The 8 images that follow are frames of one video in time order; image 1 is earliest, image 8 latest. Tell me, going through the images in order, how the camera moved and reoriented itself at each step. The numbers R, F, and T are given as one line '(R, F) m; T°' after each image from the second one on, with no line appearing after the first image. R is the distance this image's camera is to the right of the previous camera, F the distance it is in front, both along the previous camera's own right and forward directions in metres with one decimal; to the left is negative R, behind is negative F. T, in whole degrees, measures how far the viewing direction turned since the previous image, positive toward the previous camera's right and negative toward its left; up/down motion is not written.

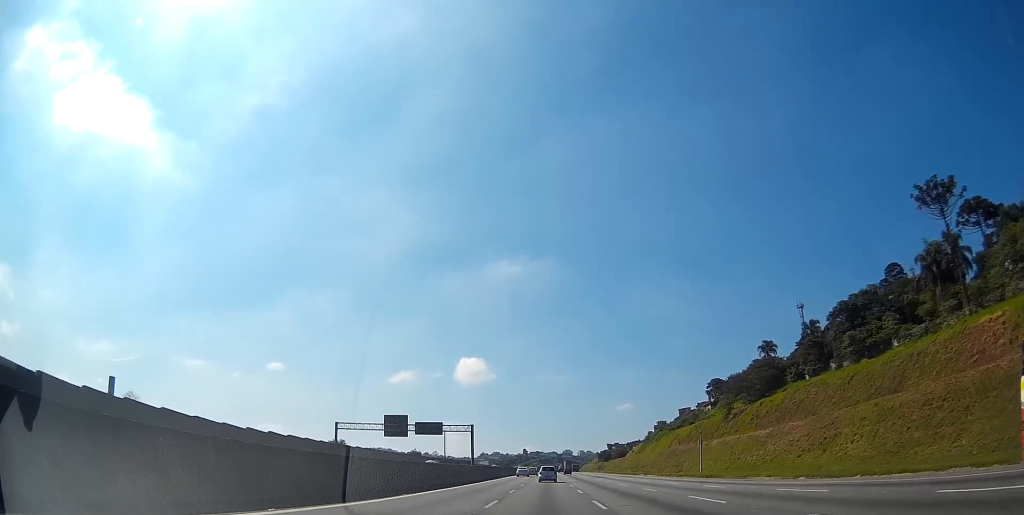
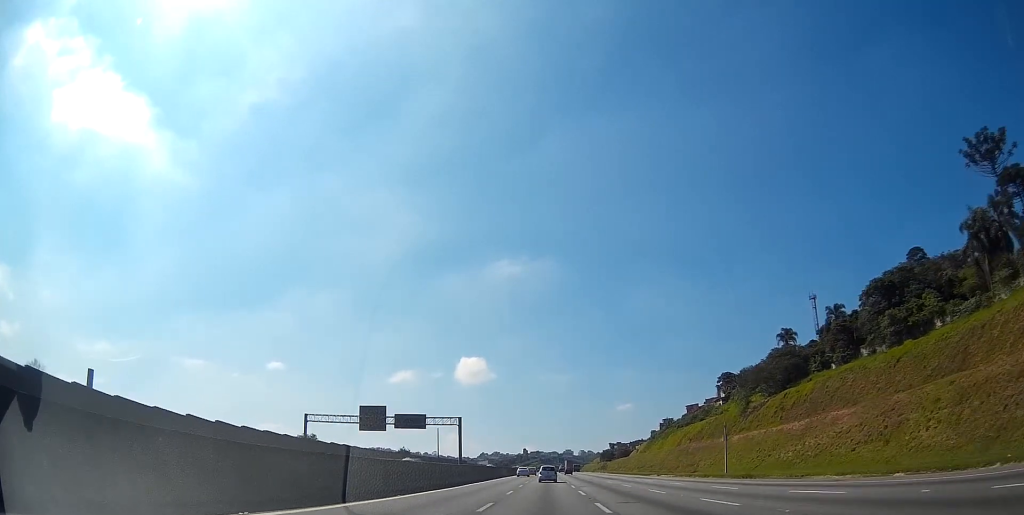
(+0.1, +13.6) m; 0°
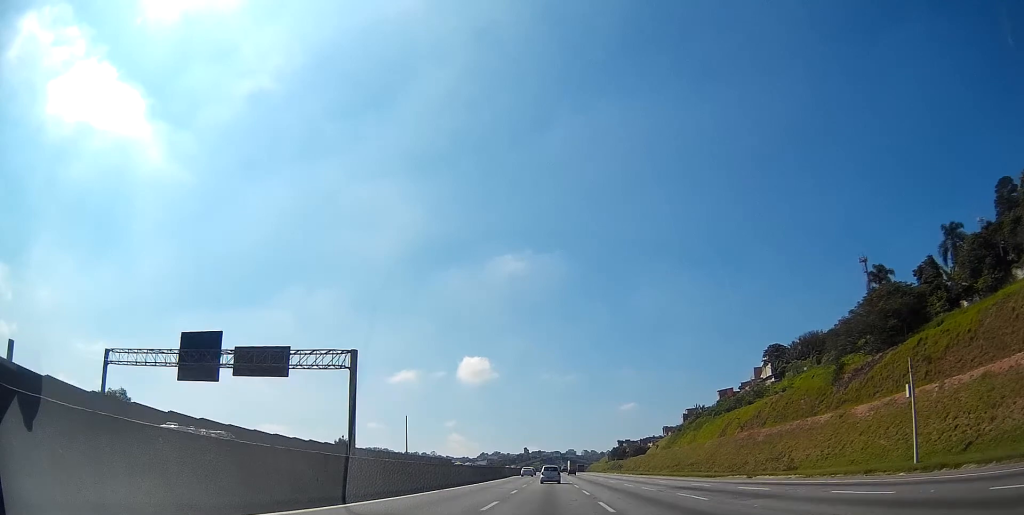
(-0.1, +46.3) m; -1°
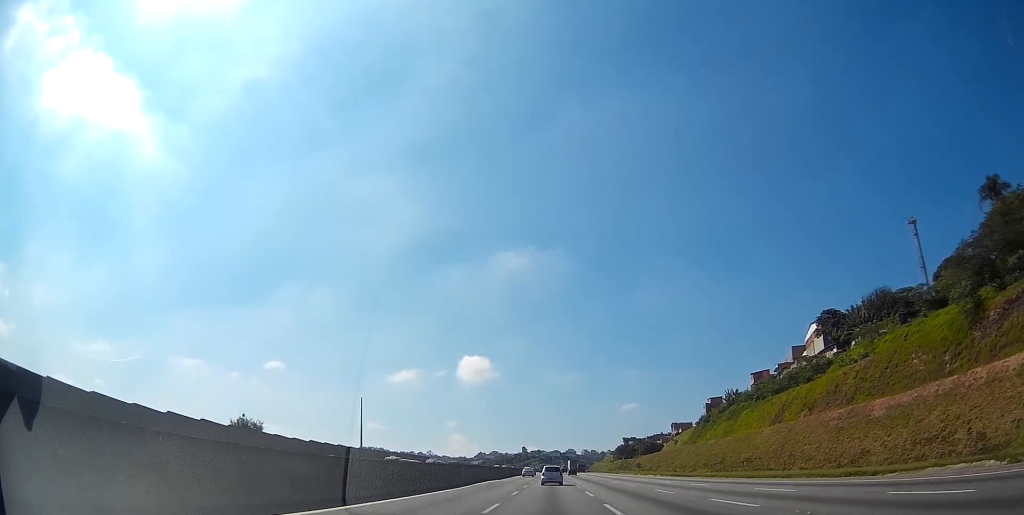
(0.0, +36.2) m; 0°
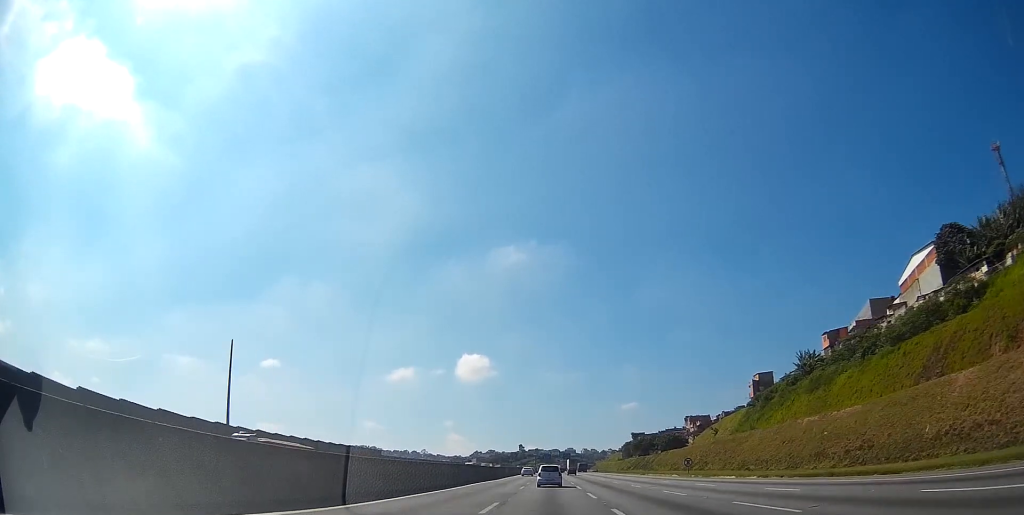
(+0.2, +49.9) m; 0°
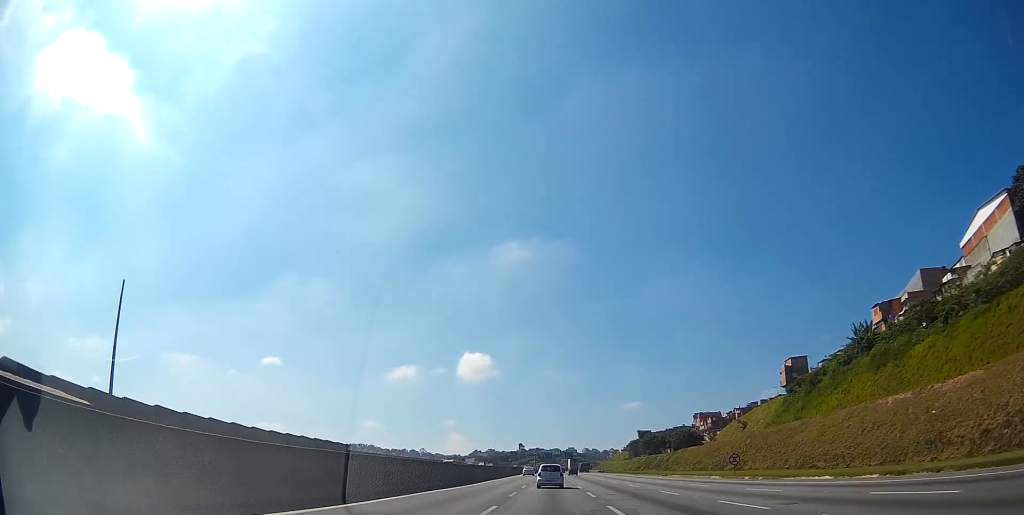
(0.0, +21.9) m; 0°
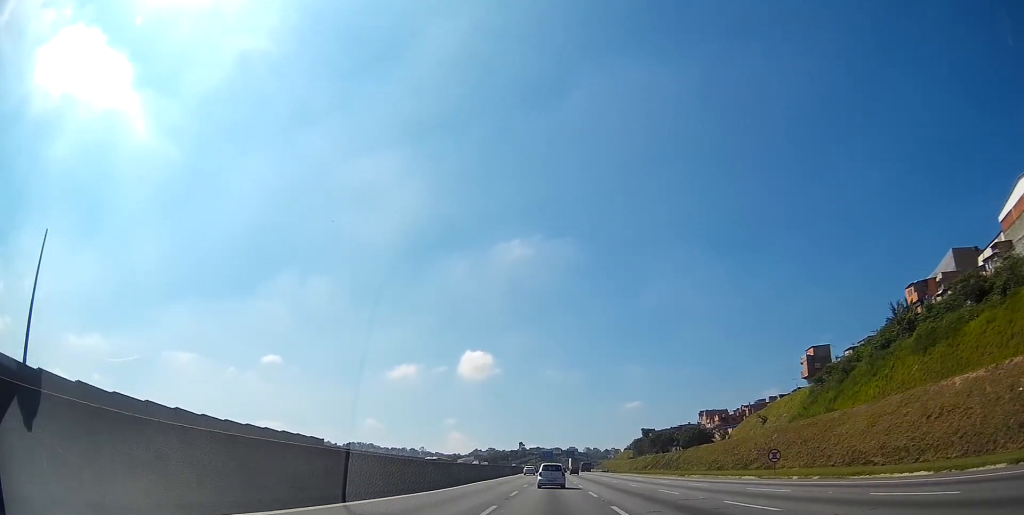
(+0.1, +11.9) m; 0°
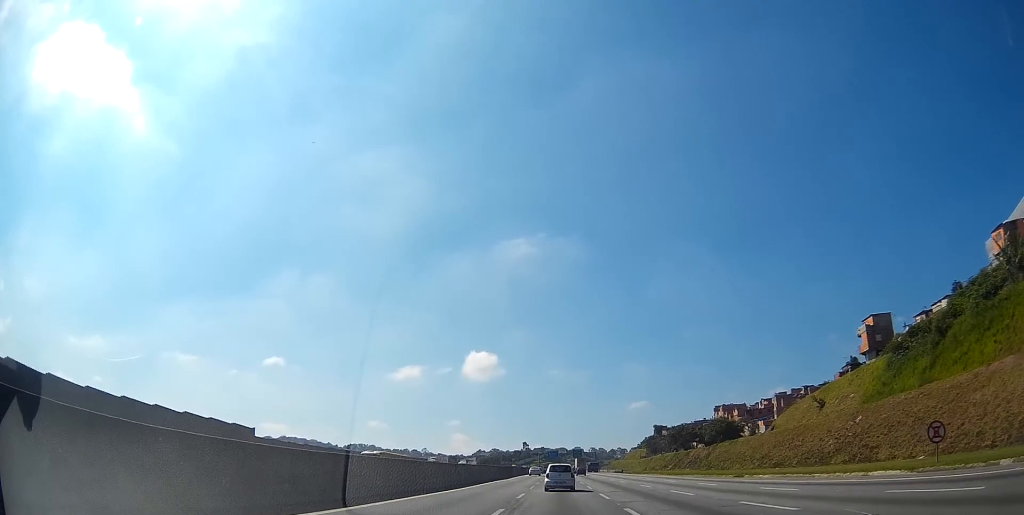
(+0.1, +24.6) m; 0°
